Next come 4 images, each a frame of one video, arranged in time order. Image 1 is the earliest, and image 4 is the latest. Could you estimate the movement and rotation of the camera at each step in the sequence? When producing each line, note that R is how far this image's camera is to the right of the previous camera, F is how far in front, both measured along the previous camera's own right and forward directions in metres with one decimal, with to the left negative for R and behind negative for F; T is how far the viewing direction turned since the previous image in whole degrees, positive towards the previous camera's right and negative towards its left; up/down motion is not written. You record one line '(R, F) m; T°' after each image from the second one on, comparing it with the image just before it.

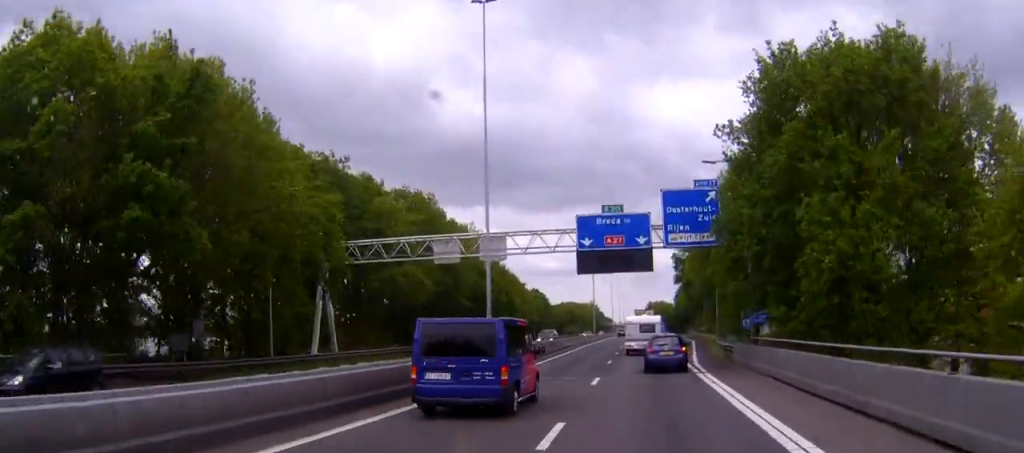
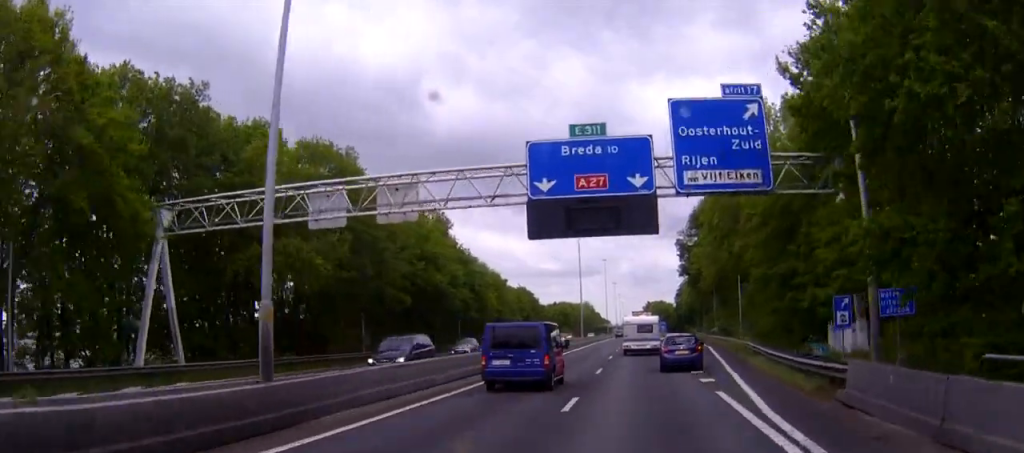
(0.0, +20.2) m; 0°
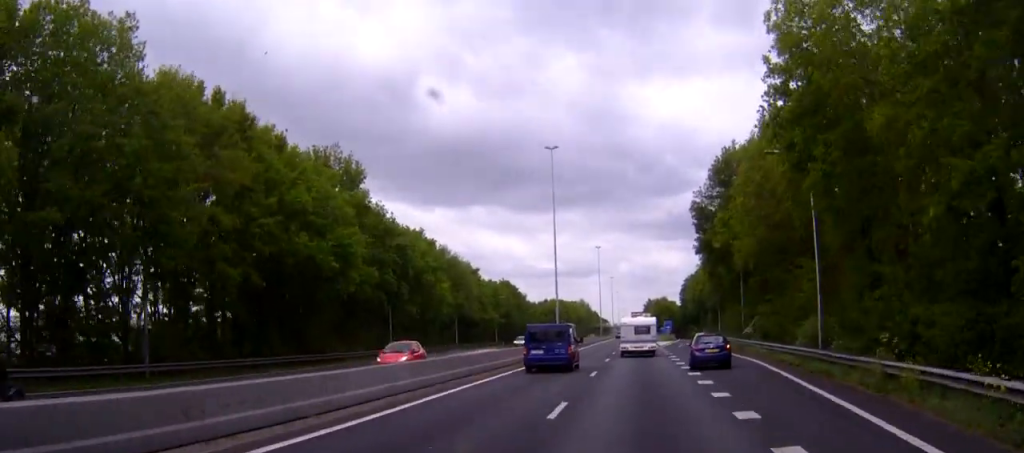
(-0.1, +27.0) m; -1°
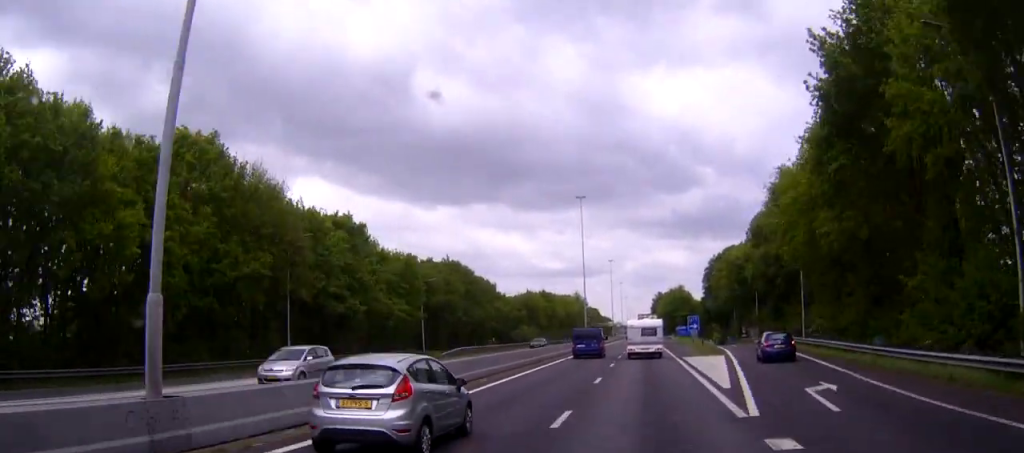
(-0.1, +55.3) m; 0°
